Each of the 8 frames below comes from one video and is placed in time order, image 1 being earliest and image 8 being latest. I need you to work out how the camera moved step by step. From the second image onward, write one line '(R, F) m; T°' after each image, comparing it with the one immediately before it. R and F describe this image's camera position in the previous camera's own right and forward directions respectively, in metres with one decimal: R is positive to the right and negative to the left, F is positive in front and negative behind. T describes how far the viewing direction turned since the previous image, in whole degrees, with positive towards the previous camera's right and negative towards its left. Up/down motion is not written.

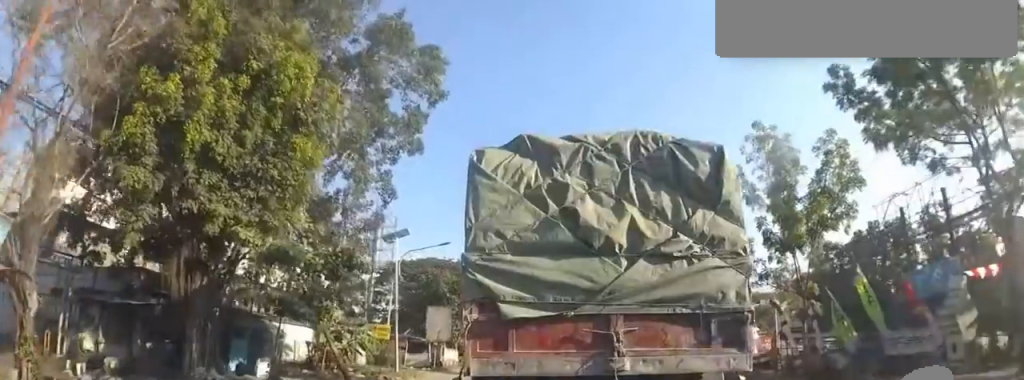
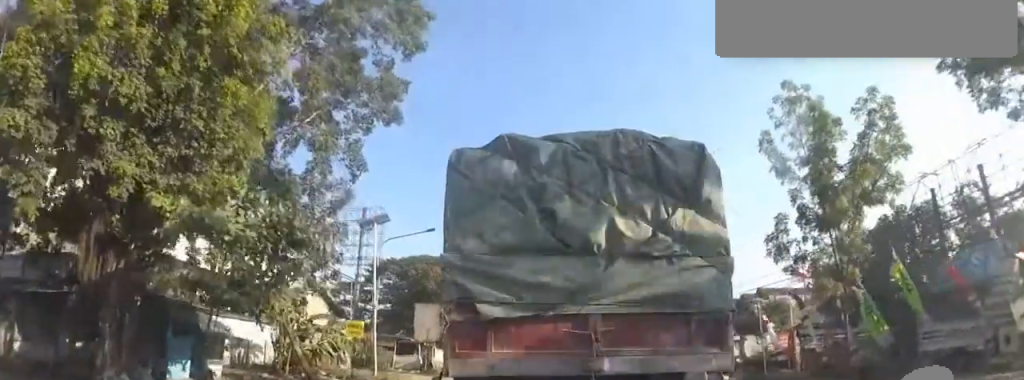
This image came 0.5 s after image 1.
(0.0, +2.6) m; 0°
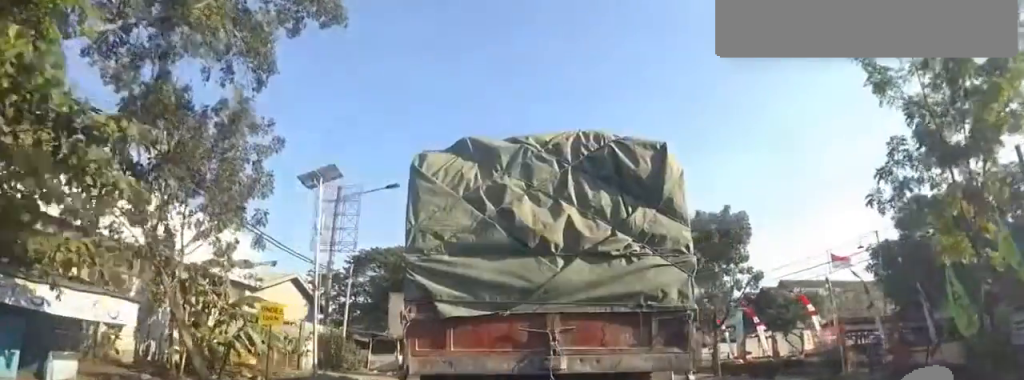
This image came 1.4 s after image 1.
(0.0, +5.4) m; 0°
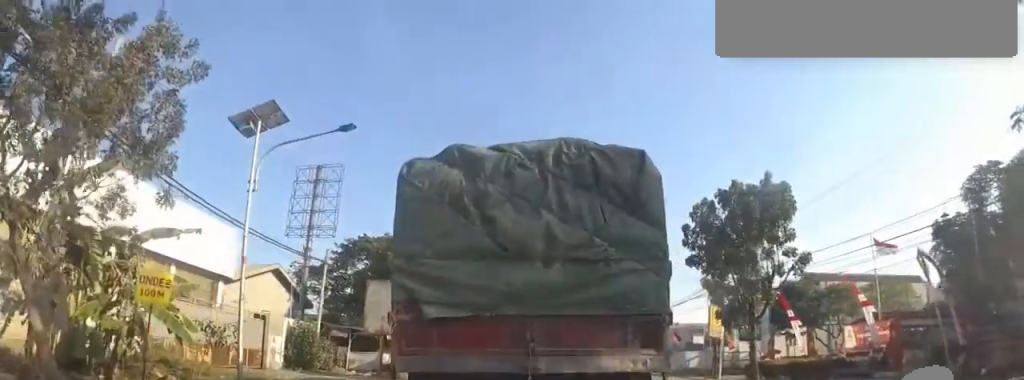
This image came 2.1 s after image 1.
(0.0, +4.3) m; 0°
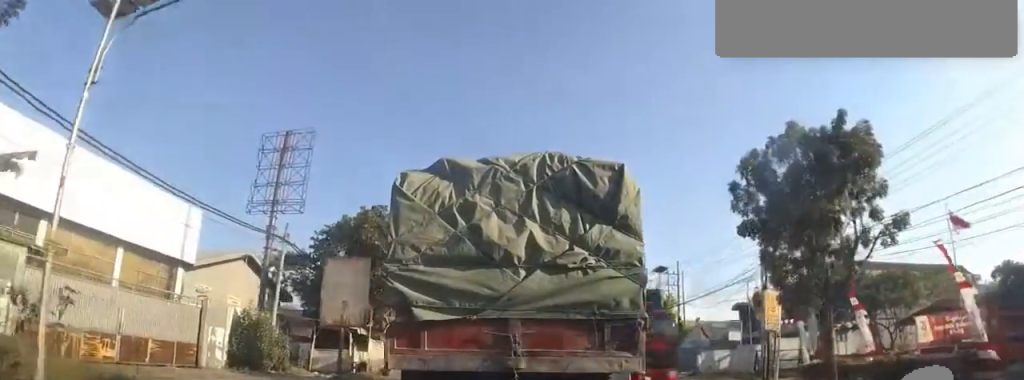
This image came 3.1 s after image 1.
(0.0, +5.8) m; 0°
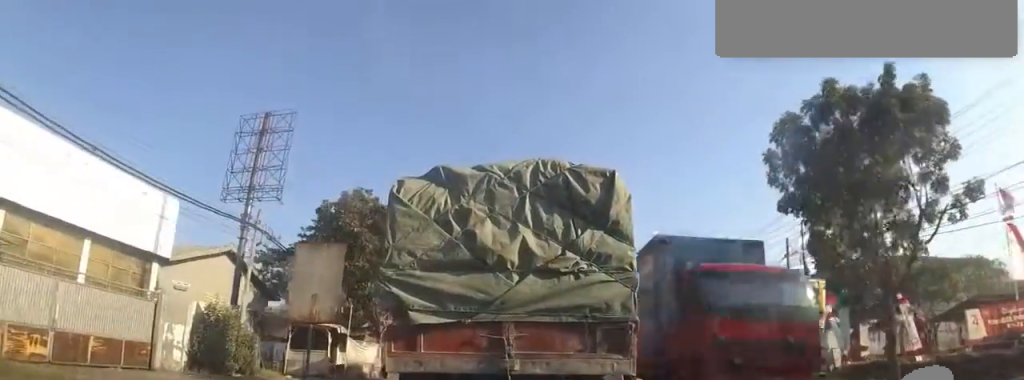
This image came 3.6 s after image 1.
(0.0, +3.3) m; 0°
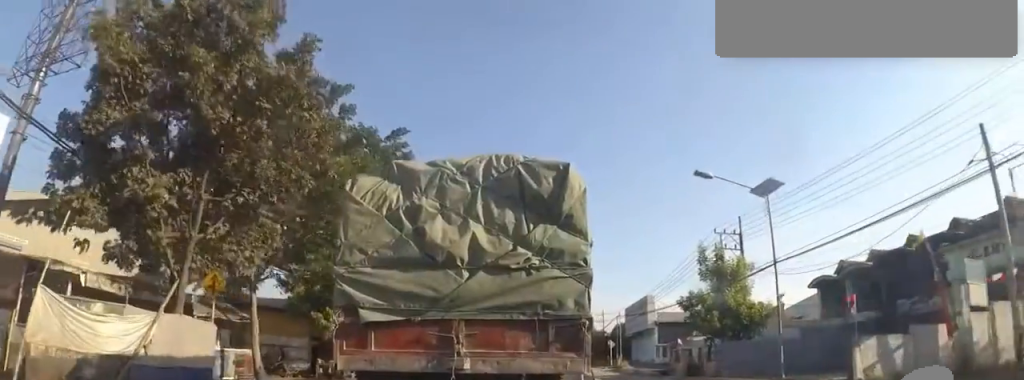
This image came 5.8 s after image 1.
(0.0, +14.9) m; 0°
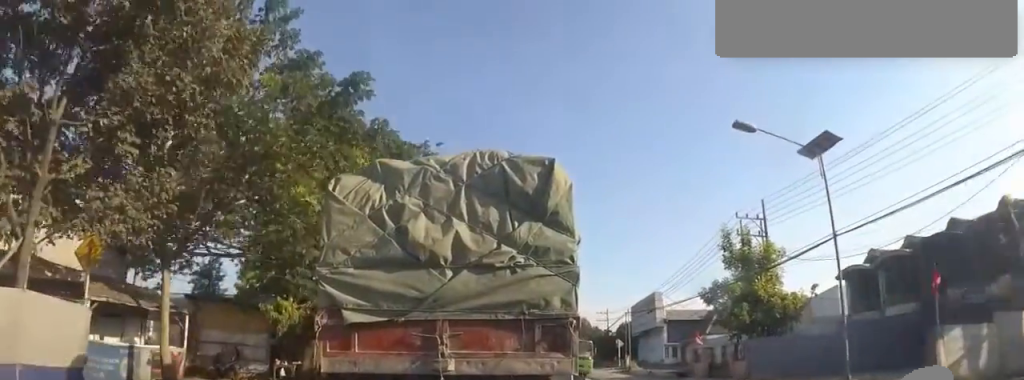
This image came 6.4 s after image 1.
(0.0, +3.9) m; 0°
